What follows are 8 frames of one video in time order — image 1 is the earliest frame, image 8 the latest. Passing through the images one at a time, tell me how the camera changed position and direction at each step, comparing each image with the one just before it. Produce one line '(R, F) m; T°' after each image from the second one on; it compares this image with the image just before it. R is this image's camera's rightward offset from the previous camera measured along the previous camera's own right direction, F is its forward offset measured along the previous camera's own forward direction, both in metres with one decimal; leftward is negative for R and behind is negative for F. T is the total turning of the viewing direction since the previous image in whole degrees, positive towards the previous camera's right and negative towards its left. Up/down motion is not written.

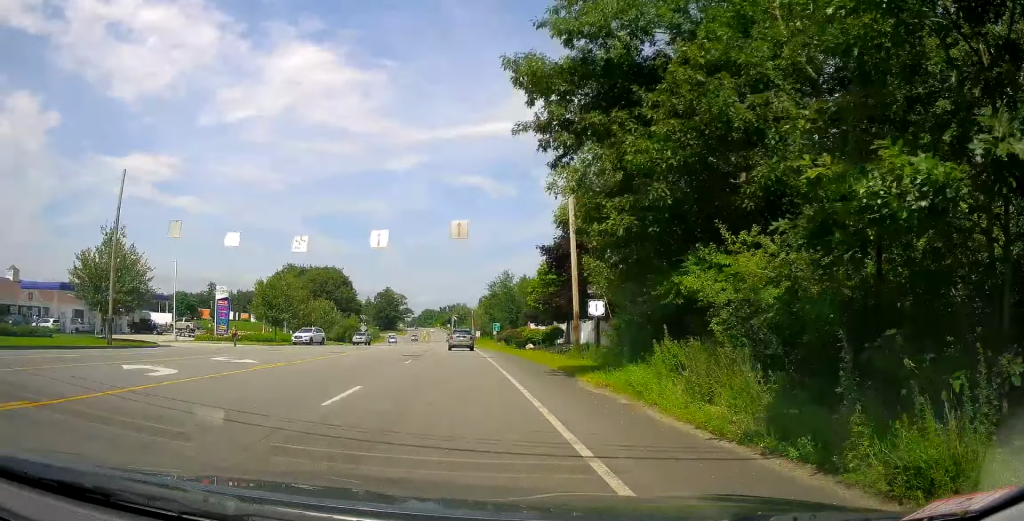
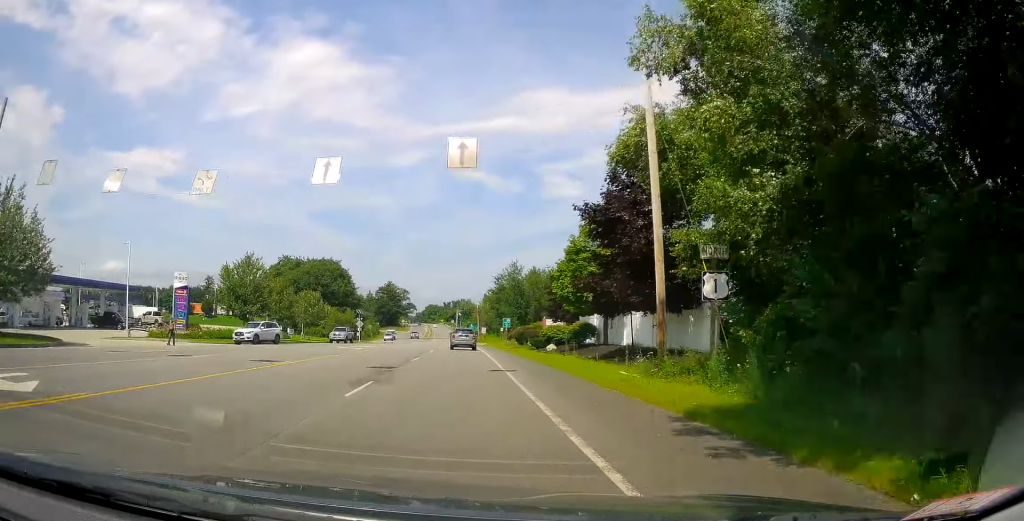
(-0.2, +10.6) m; -1°
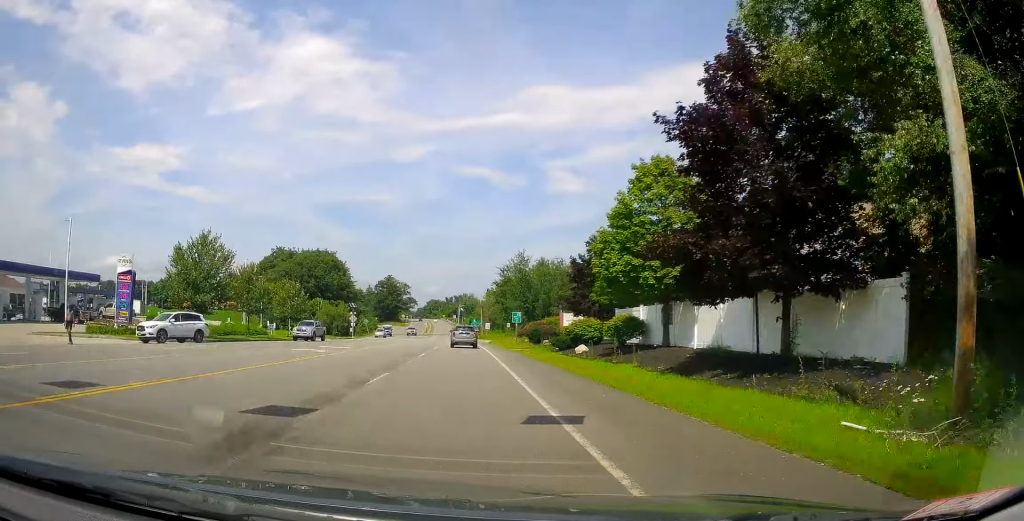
(0.0, +10.0) m; 0°
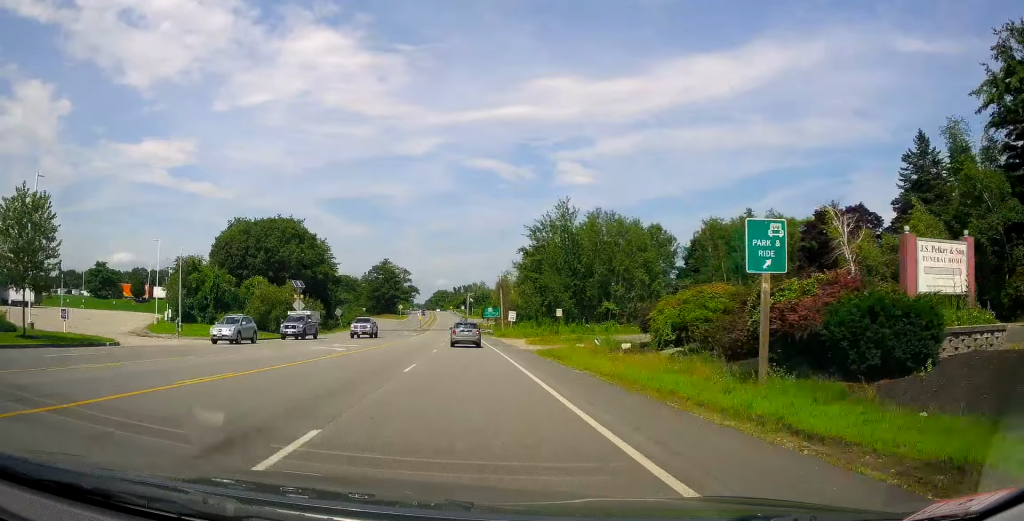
(+0.2, +43.1) m; -1°
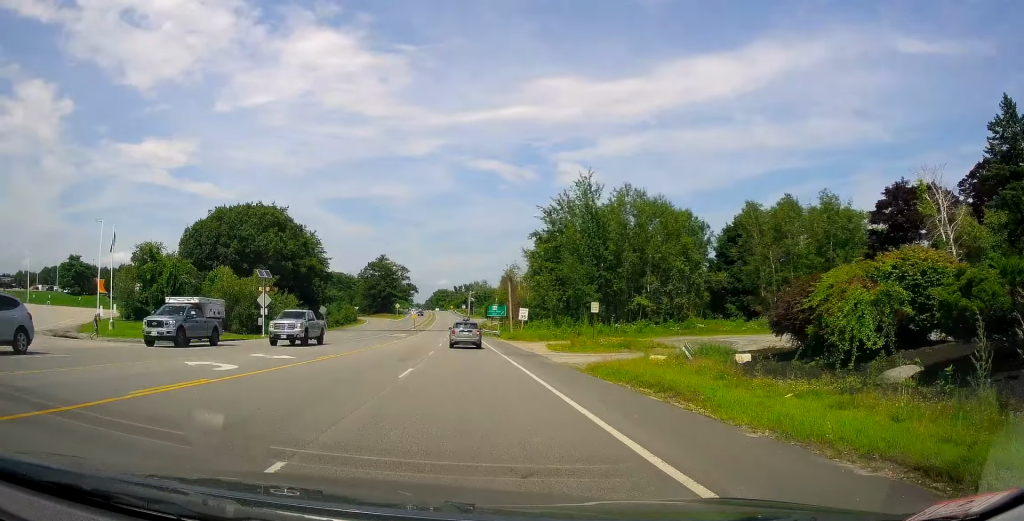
(-0.1, +13.1) m; -1°
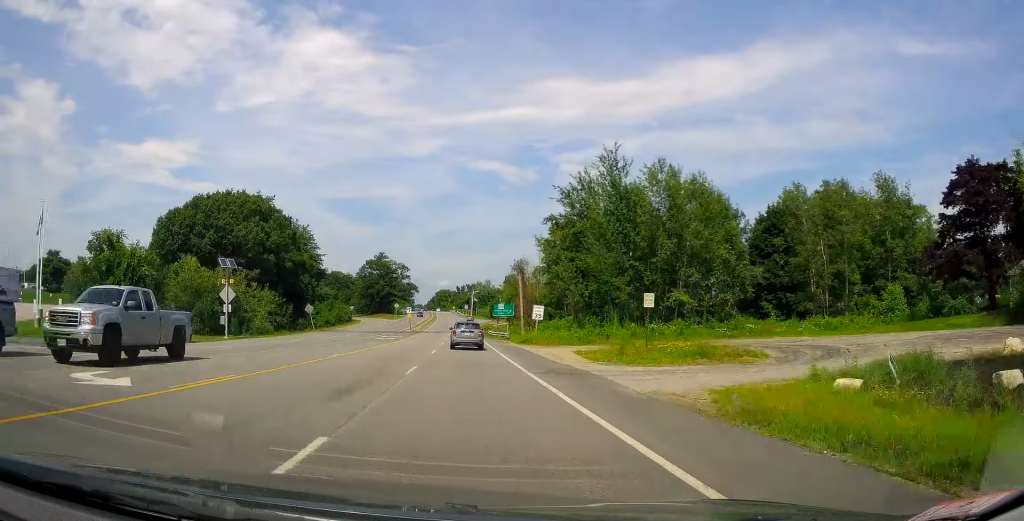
(-0.1, +10.3) m; 0°
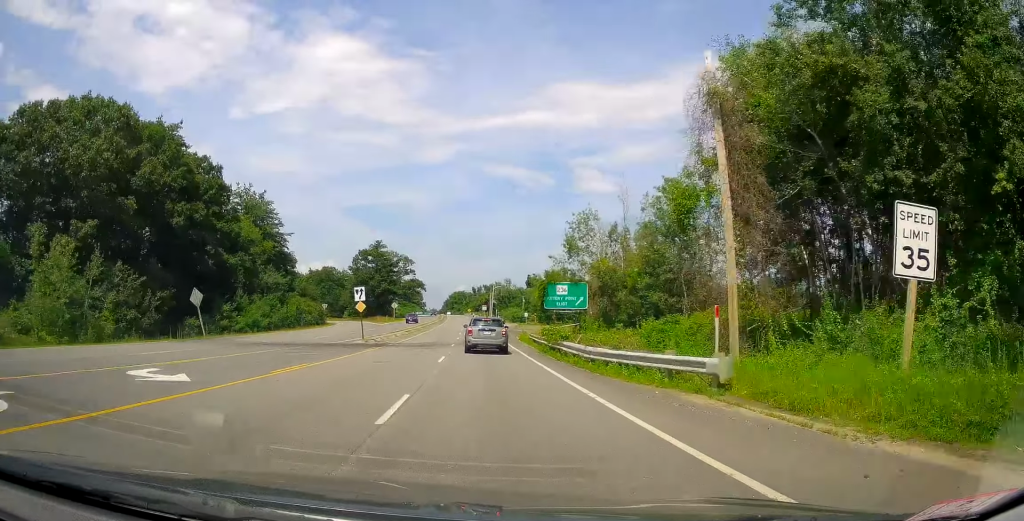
(+0.2, +43.4) m; 0°
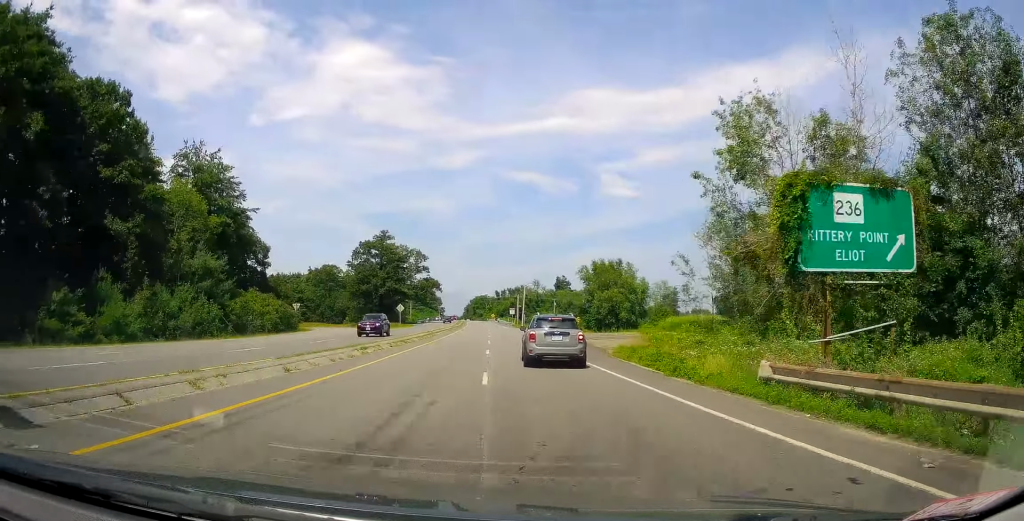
(-0.5, +31.6) m; -2°
